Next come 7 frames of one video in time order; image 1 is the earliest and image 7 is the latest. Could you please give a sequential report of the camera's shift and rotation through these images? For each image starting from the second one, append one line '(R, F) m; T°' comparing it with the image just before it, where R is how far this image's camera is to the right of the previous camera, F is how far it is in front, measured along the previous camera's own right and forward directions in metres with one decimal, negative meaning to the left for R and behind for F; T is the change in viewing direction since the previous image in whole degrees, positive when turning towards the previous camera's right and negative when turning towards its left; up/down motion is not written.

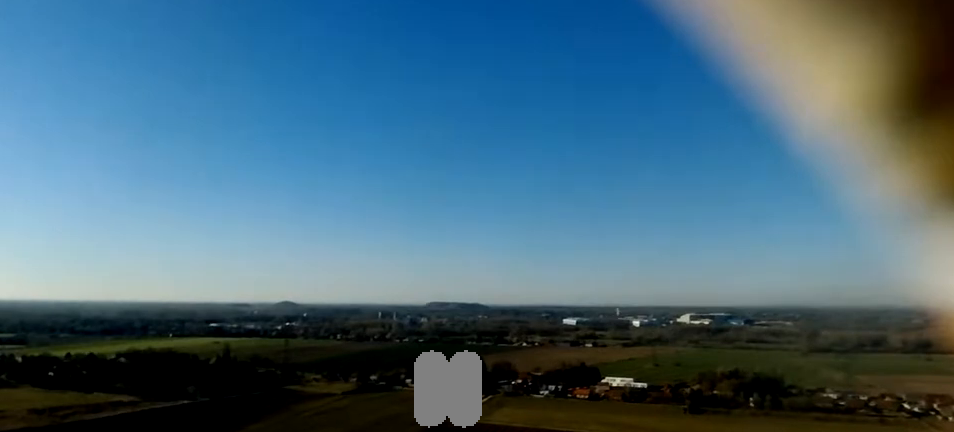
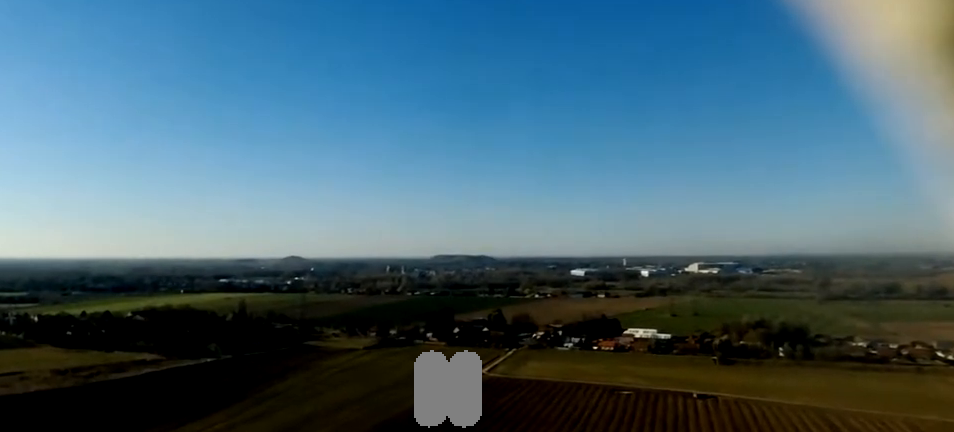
(+0.8, +19.3) m; +4°
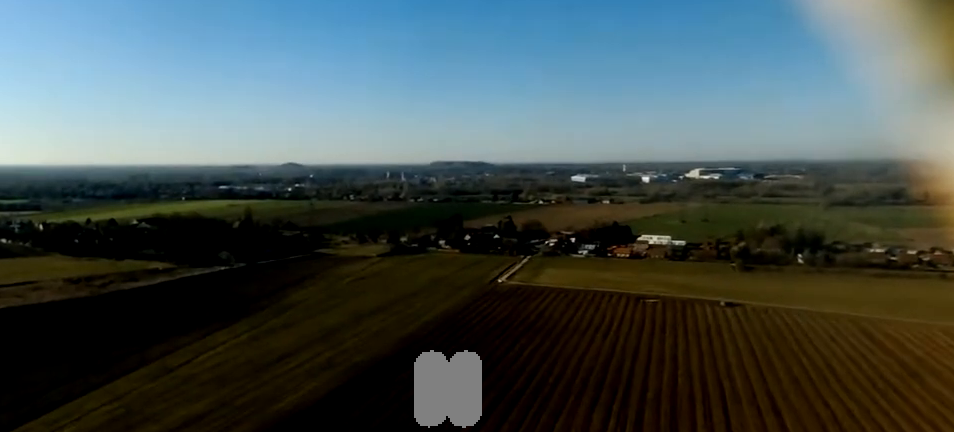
(+0.2, +19.7) m; -3°
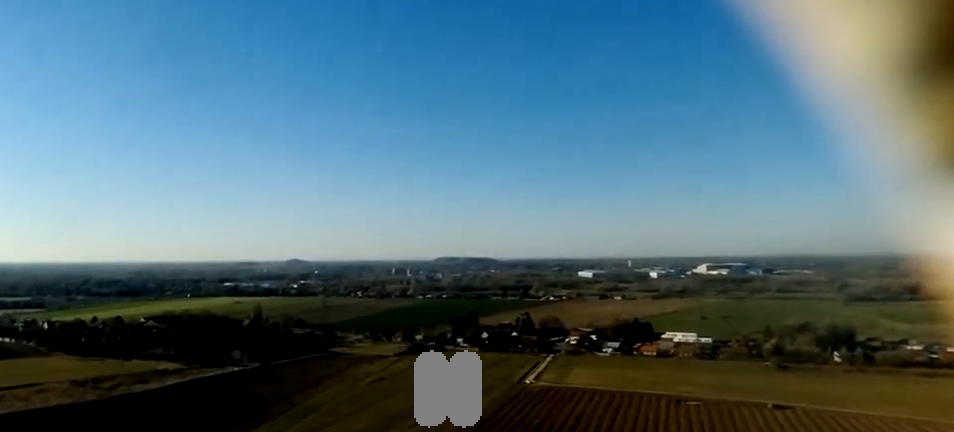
(-0.8, +16.7) m; 0°
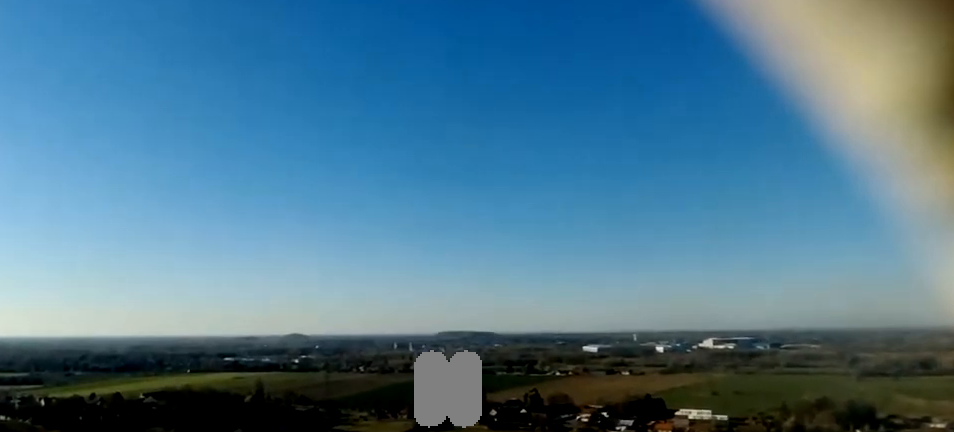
(-0.3, +7.0) m; +2°
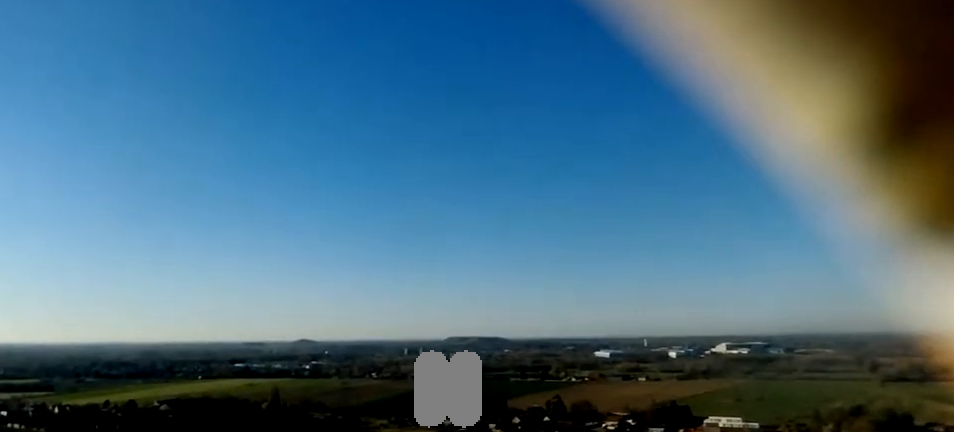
(+1.2, +19.8) m; 0°
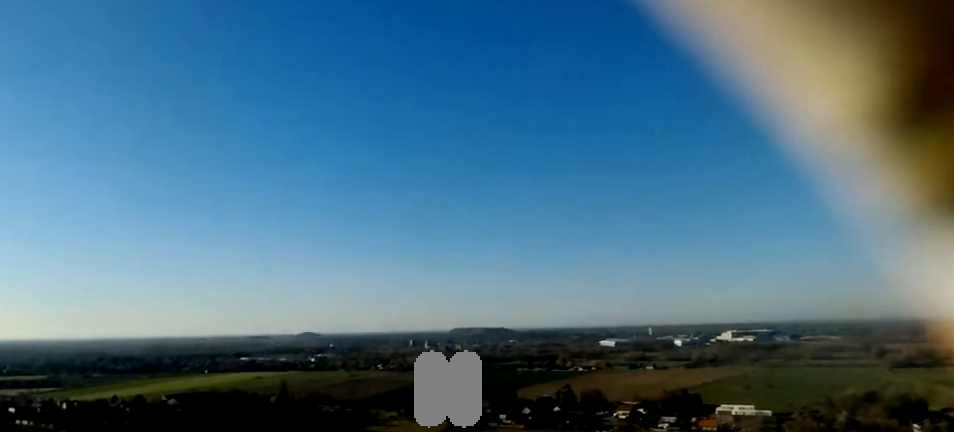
(-0.6, +6.6) m; 0°
